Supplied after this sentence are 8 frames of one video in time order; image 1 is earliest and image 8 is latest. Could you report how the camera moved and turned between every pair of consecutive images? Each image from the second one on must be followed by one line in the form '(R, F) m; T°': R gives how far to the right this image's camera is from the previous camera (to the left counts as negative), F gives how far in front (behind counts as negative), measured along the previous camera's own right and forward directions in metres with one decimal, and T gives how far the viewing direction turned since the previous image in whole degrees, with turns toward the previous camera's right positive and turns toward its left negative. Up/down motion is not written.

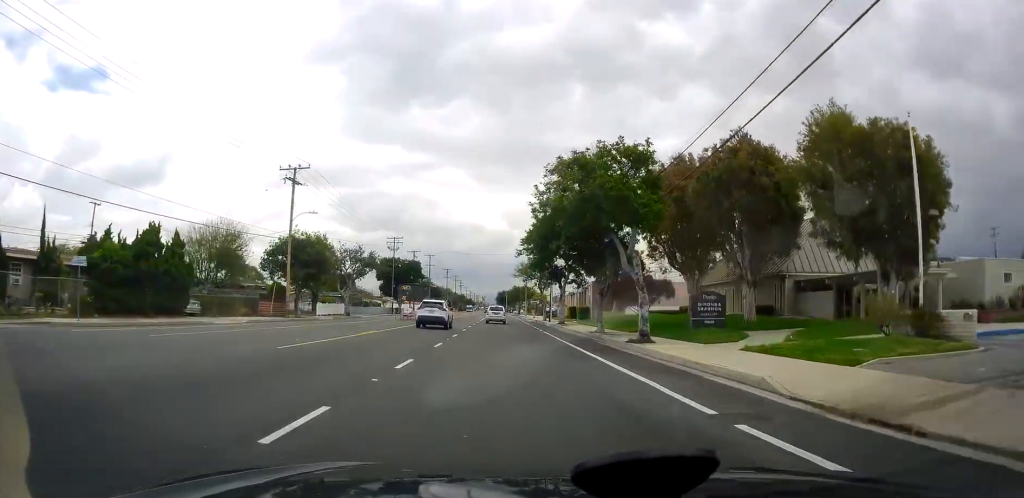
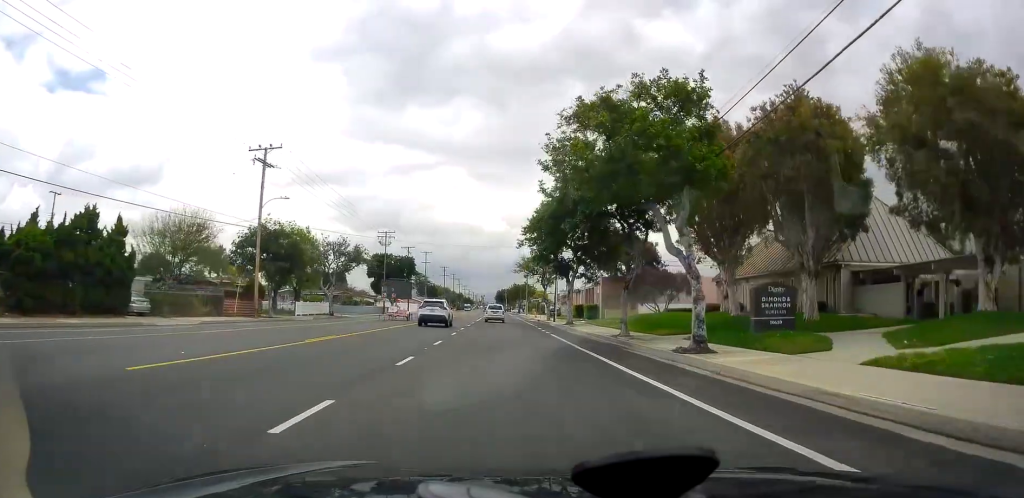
(0.0, +6.9) m; 0°
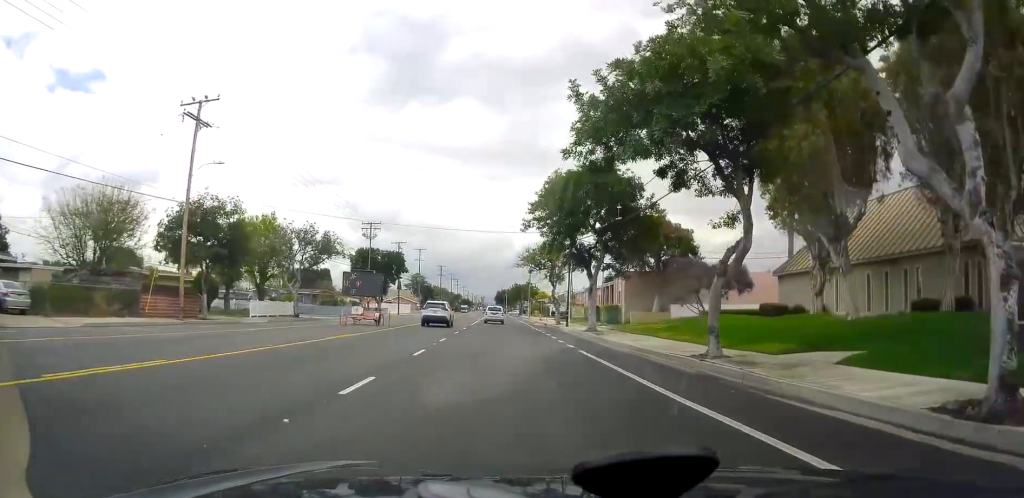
(0.0, +11.7) m; 0°
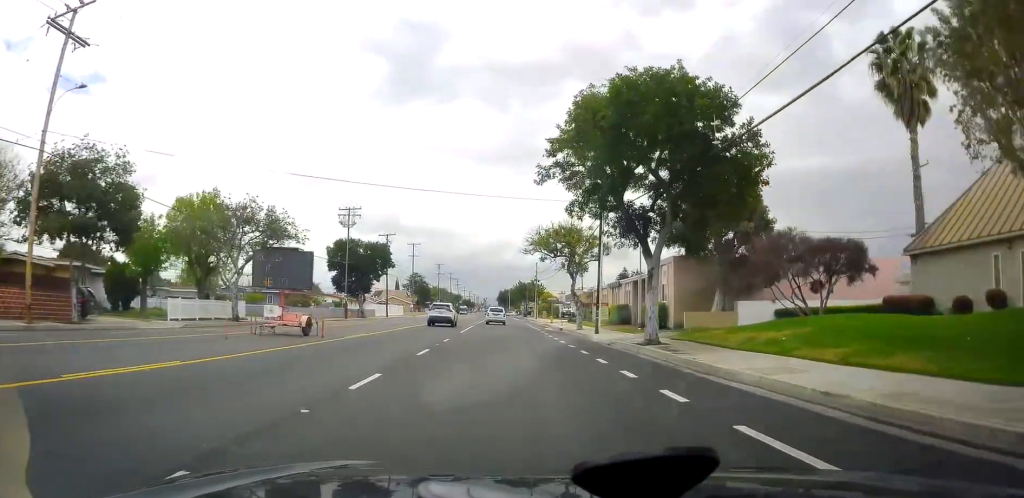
(0.0, +13.8) m; 0°
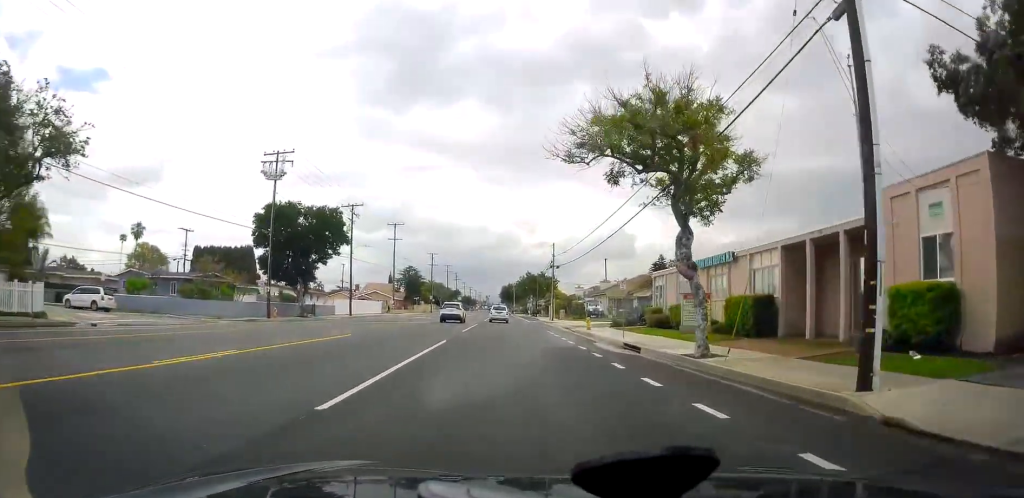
(0.0, +25.6) m; -2°
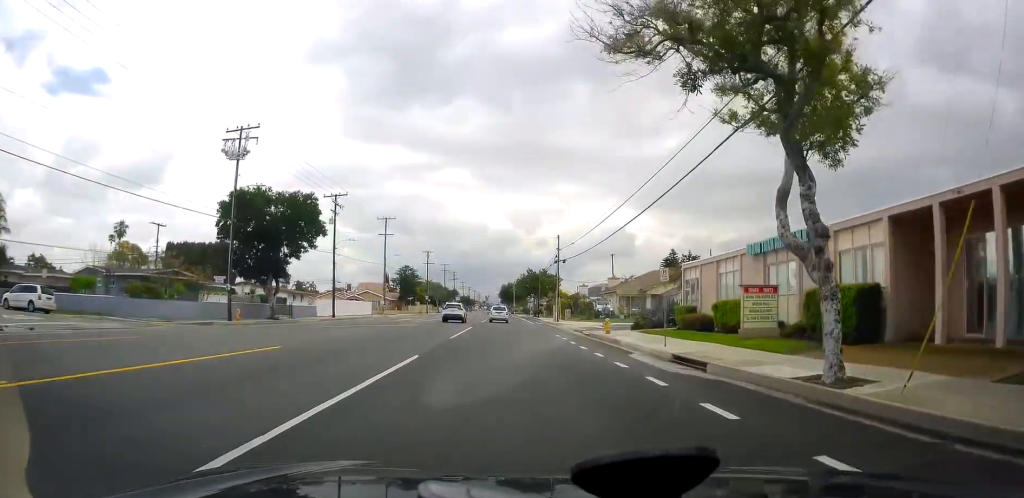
(-0.1, +7.2) m; 0°
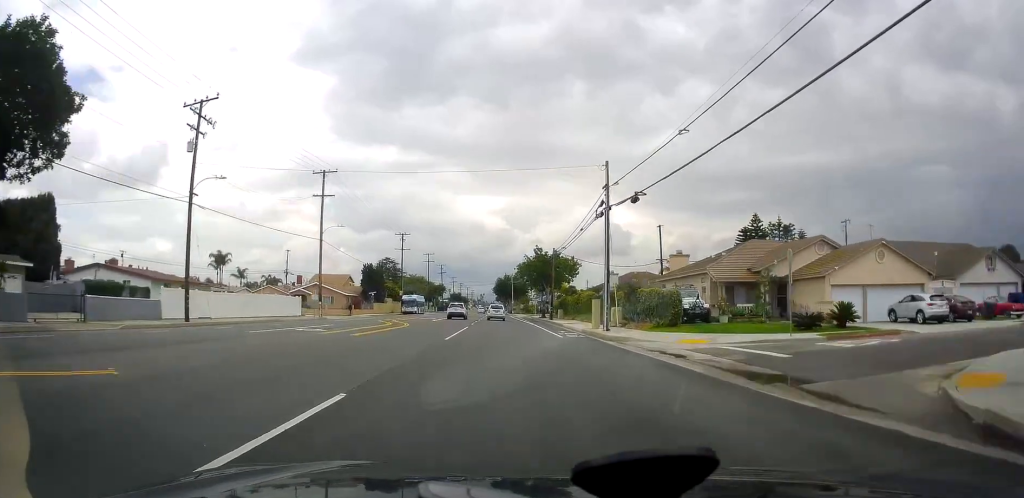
(+0.4, +31.9) m; +3°
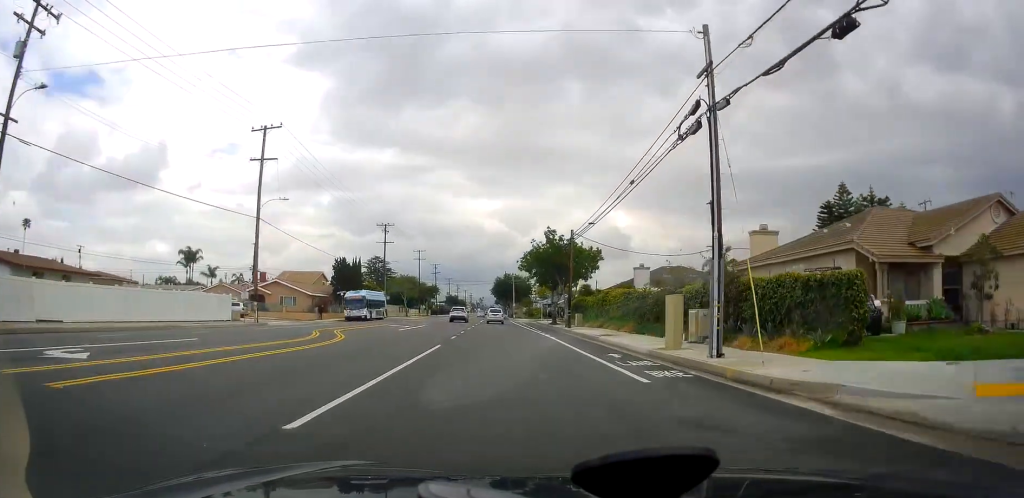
(+0.3, +17.0) m; +1°
